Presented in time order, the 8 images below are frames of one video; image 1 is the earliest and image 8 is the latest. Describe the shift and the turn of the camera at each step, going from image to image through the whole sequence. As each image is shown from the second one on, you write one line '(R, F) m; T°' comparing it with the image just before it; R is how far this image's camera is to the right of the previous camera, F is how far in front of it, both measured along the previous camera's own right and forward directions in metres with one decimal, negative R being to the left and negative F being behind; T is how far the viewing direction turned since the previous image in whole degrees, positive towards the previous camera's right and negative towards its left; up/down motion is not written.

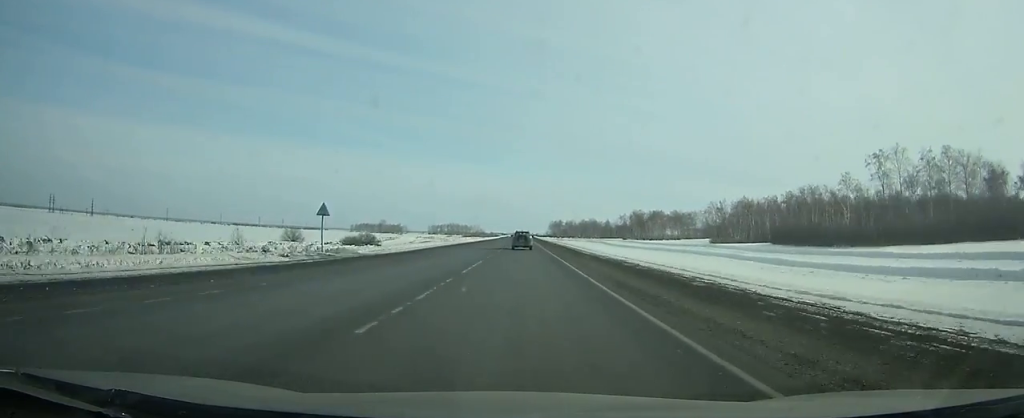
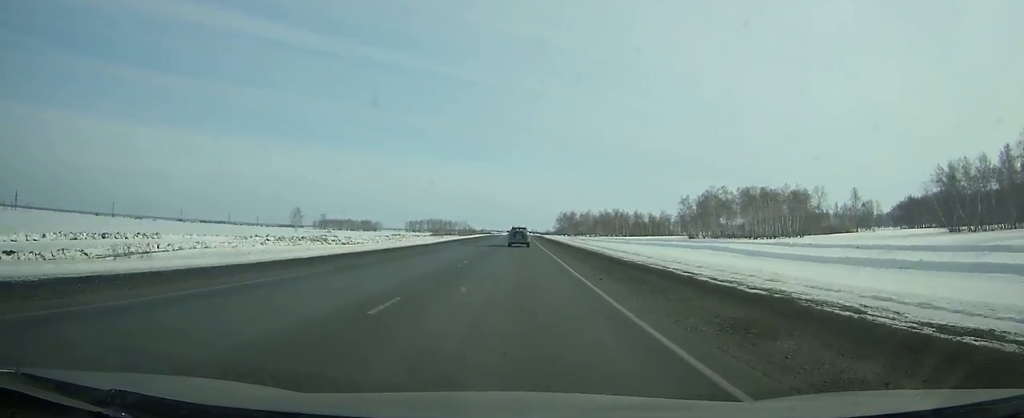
(0.0, +148.6) m; 0°
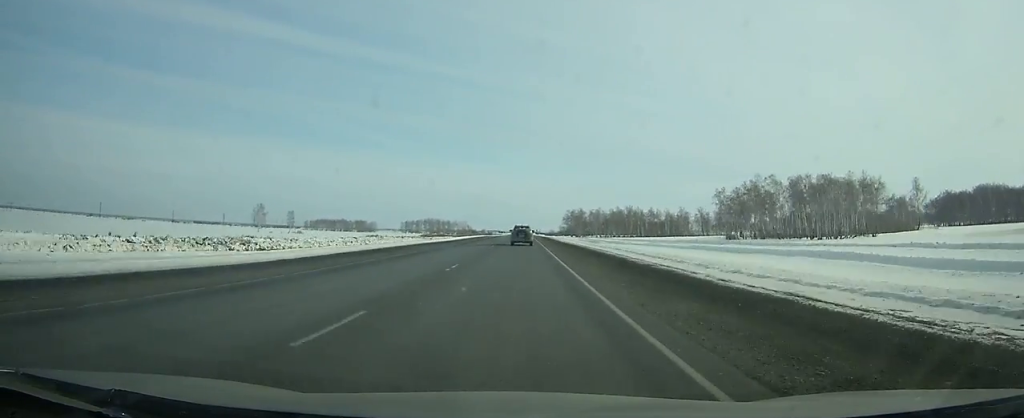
(+0.1, +39.5) m; 0°
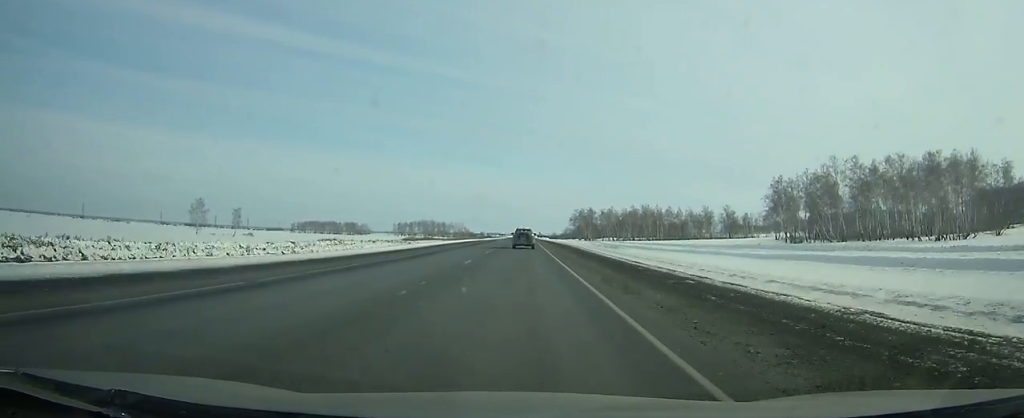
(0.0, +41.8) m; 0°
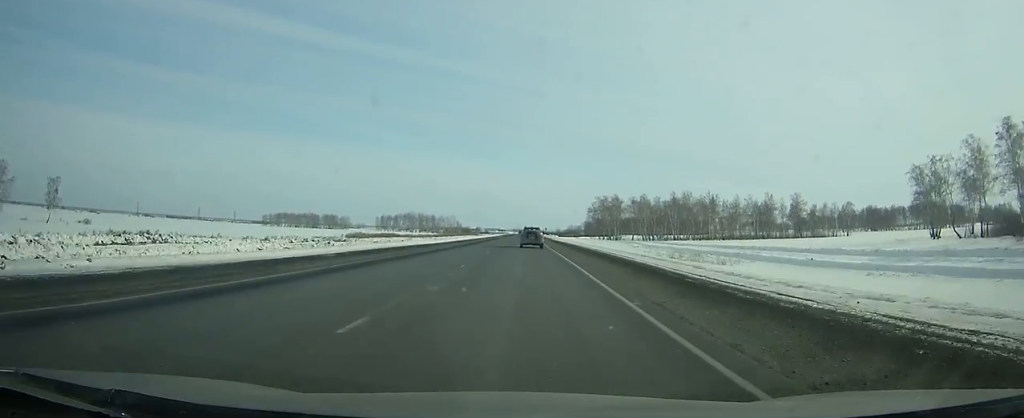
(-0.3, +76.0) m; 0°
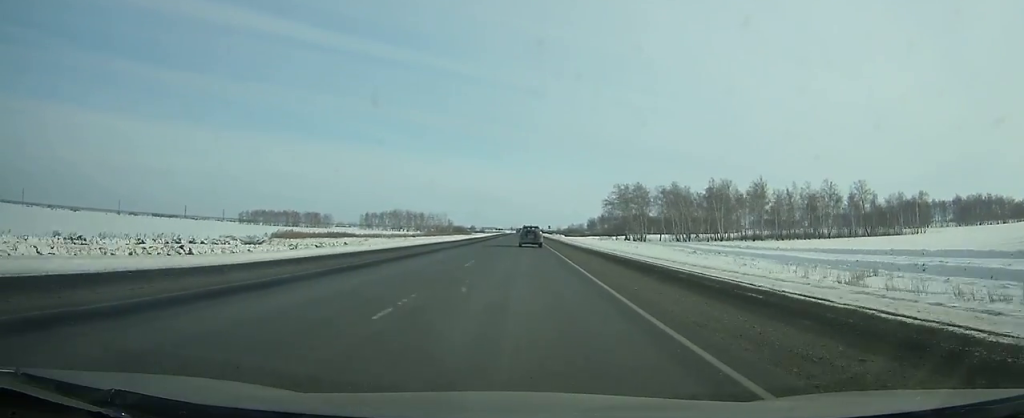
(0.0, +46.5) m; 0°
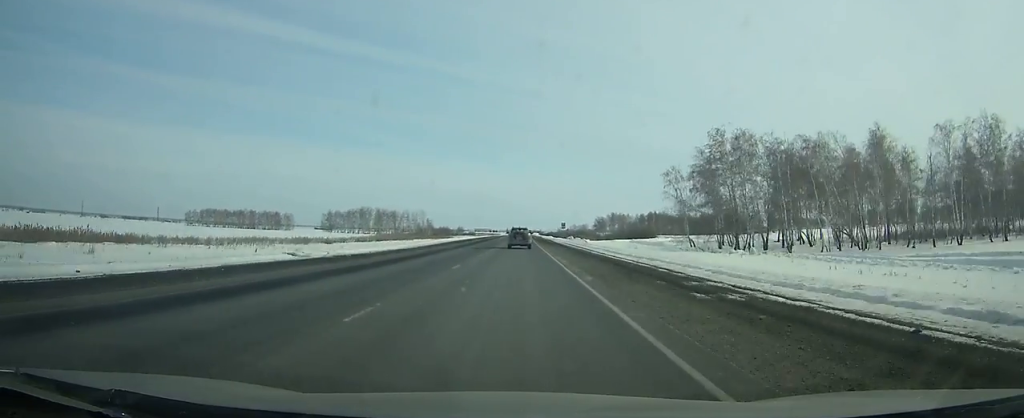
(+0.3, +83.3) m; 0°
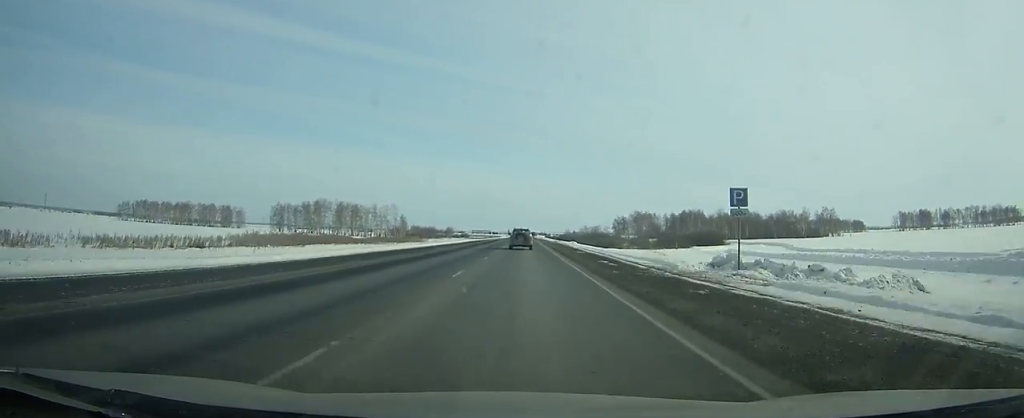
(-0.3, +88.9) m; 0°
